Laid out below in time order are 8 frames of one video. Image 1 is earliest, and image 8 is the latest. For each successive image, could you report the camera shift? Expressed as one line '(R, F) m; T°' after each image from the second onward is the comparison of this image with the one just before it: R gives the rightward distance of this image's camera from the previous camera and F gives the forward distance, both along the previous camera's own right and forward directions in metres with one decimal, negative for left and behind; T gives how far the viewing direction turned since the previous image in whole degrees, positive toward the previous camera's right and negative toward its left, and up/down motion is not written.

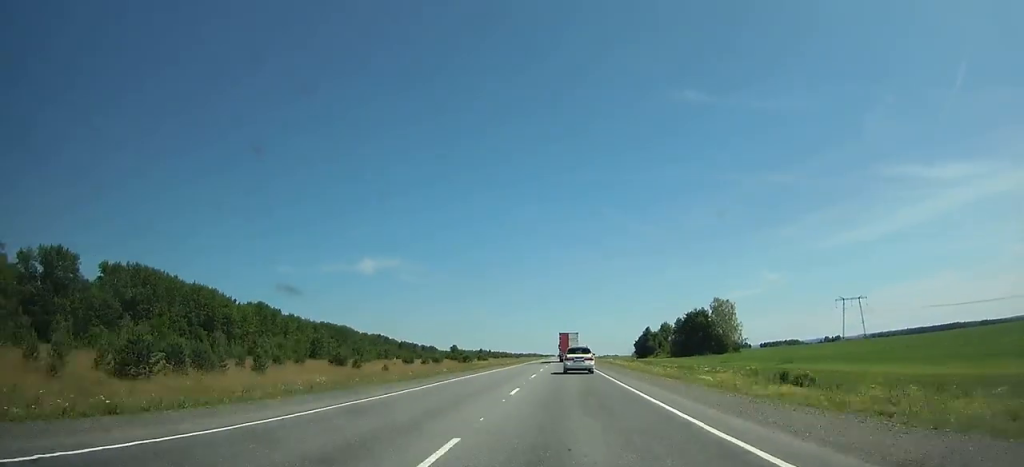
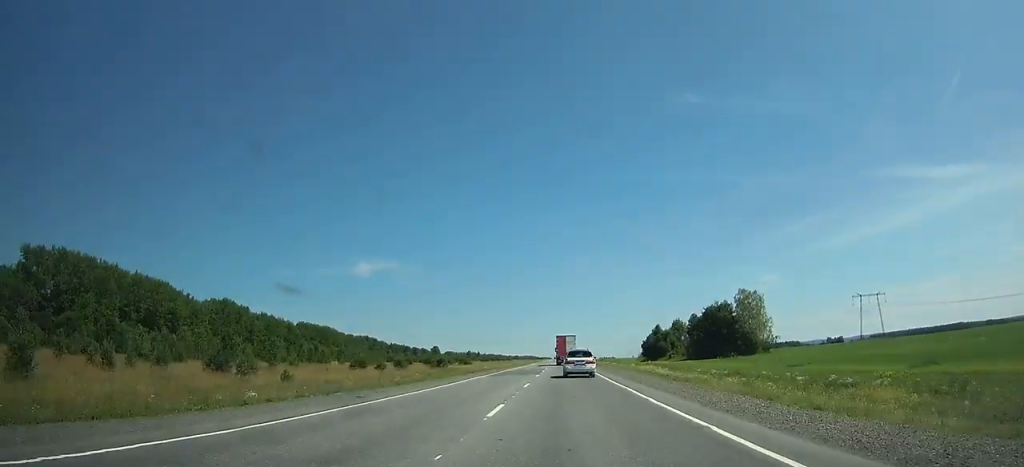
(0.0, +29.4) m; 0°
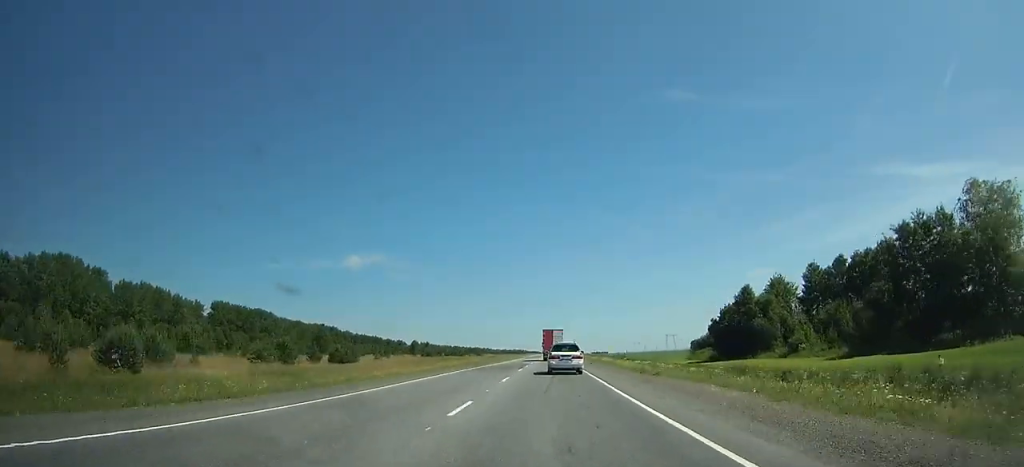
(+0.6, +97.2) m; 0°
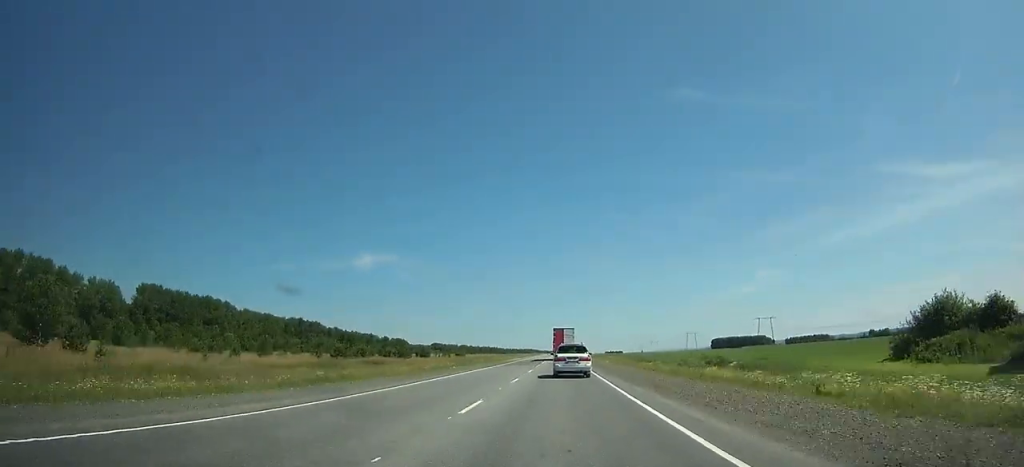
(-0.3, +71.9) m; 0°
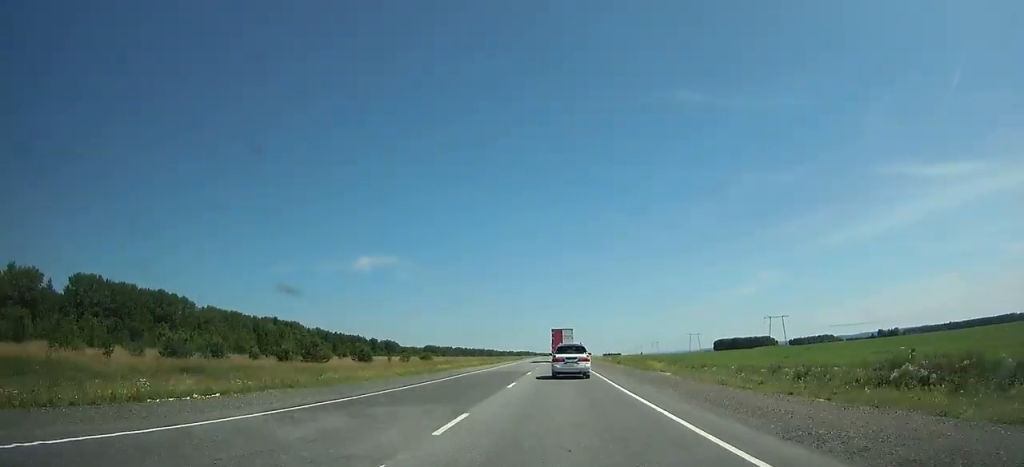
(-0.1, +37.9) m; 0°
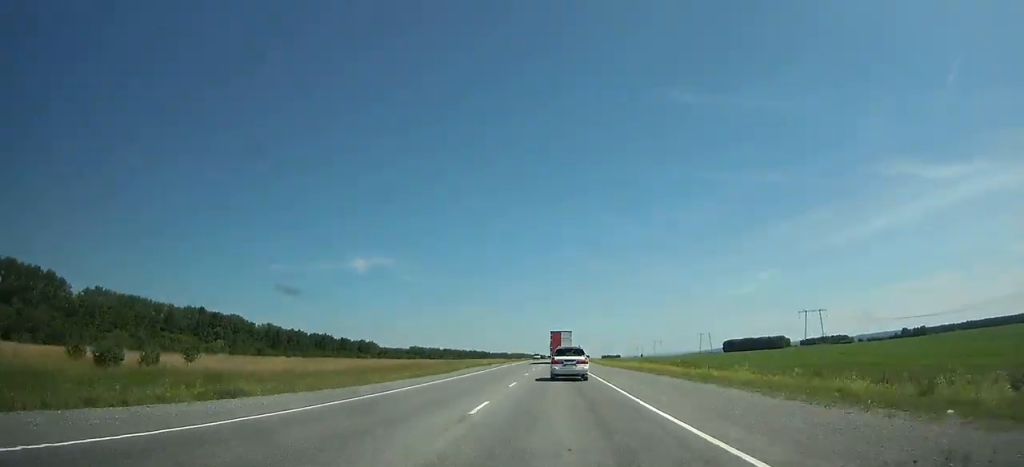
(+0.1, +91.4) m; 0°
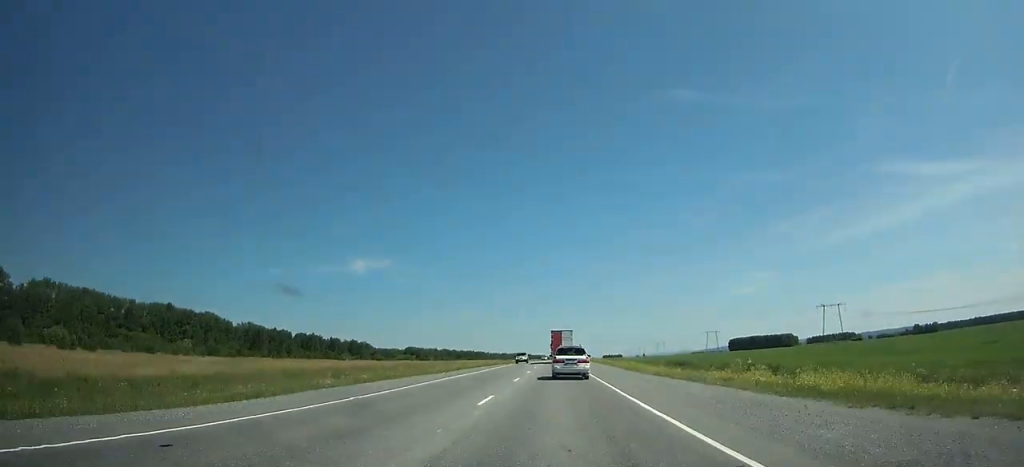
(0.0, +32.5) m; 0°
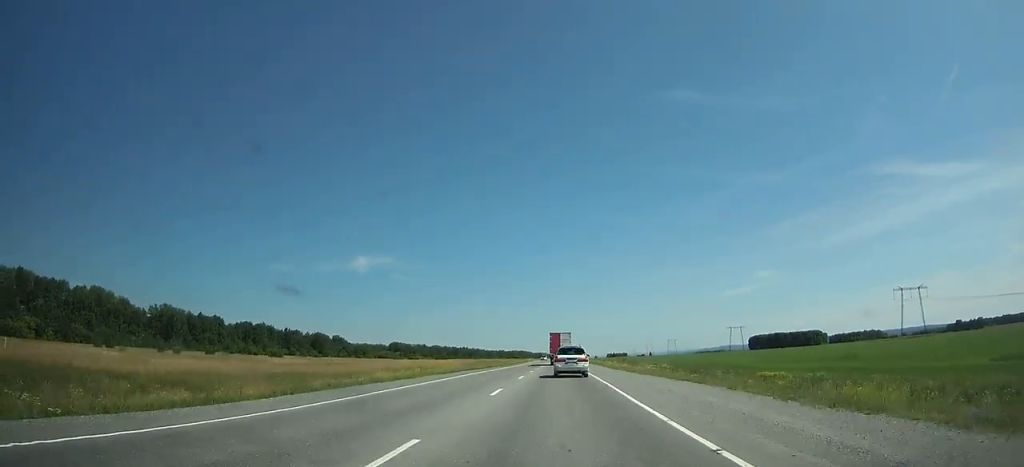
(-0.1, +103.9) m; 0°
